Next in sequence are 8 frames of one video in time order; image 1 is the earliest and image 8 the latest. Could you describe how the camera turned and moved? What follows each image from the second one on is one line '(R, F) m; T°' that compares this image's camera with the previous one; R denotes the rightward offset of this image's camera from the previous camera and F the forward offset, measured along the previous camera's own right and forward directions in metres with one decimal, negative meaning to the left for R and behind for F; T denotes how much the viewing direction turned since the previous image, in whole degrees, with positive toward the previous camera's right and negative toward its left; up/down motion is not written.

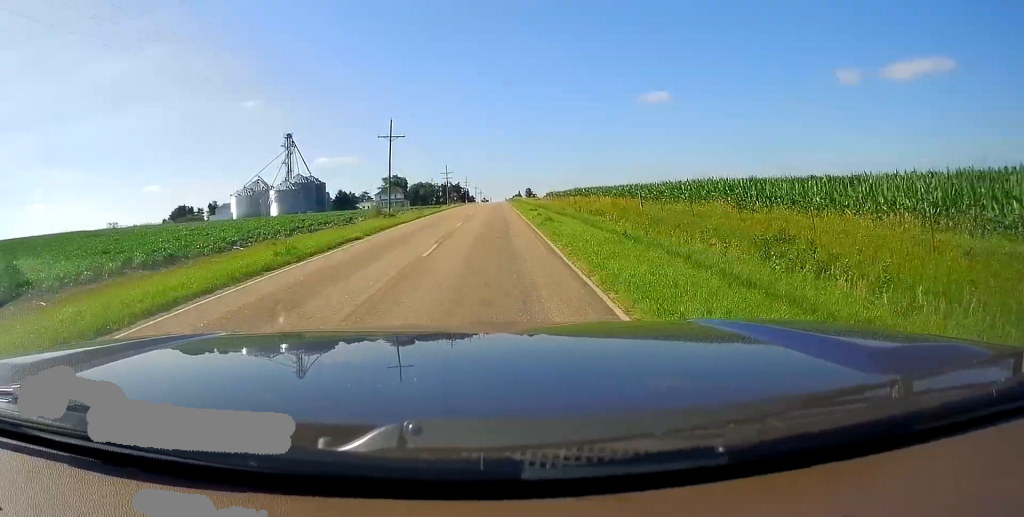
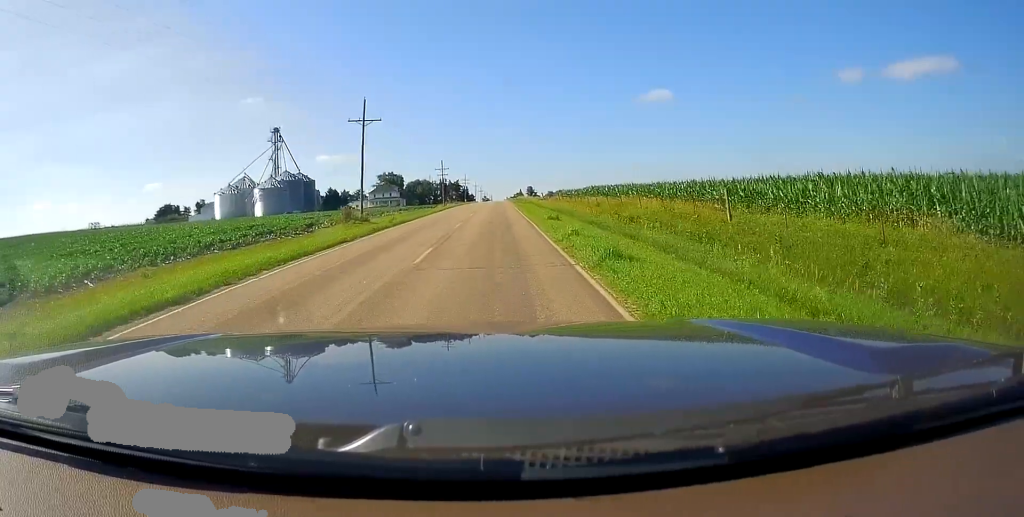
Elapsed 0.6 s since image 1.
(+0.2, +13.8) m; +1°
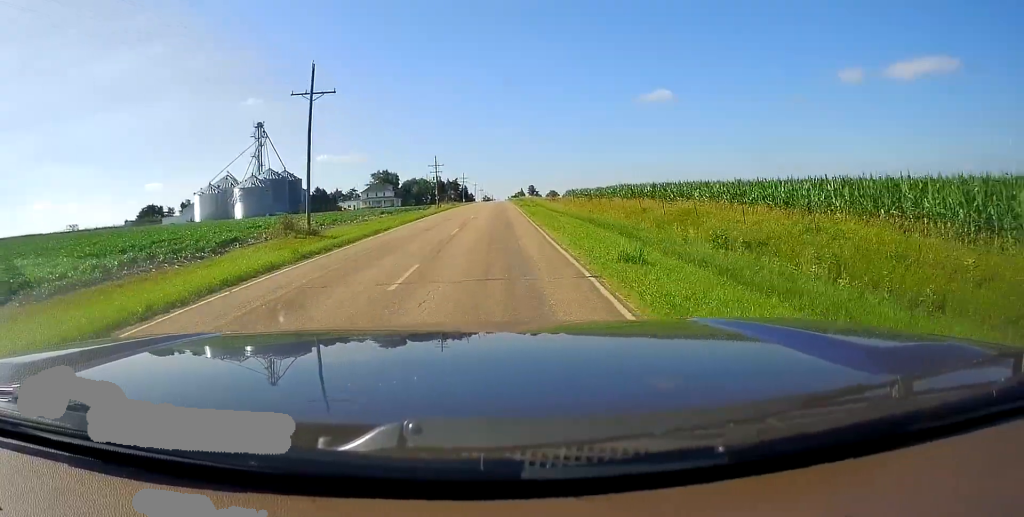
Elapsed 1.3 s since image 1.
(0.0, +15.4) m; 0°
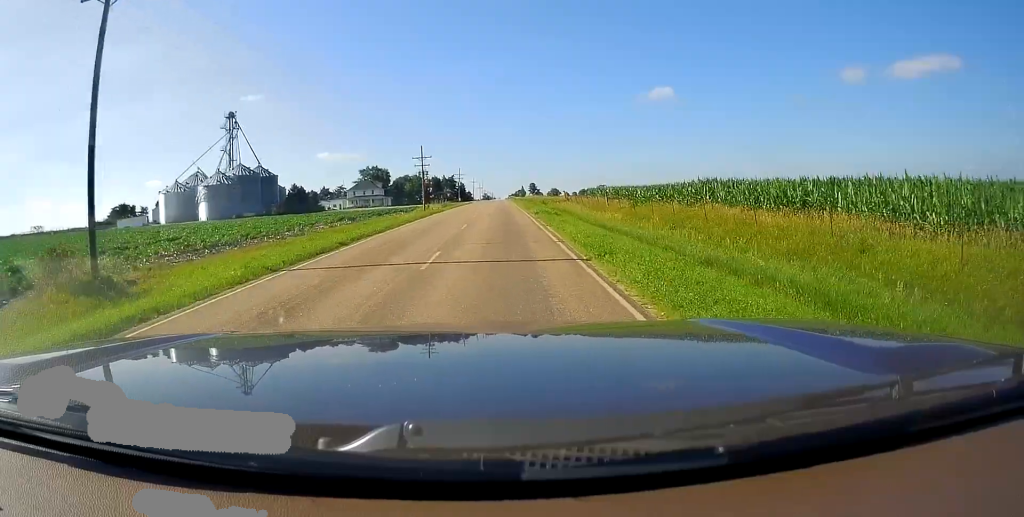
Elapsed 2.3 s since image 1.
(0.0, +21.8) m; -2°
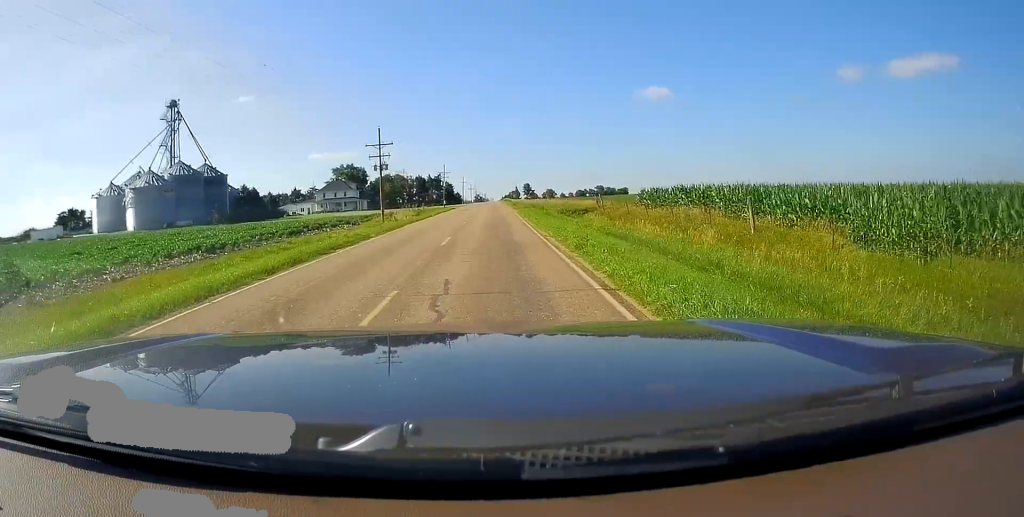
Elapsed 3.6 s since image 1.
(-0.9, +29.2) m; -1°
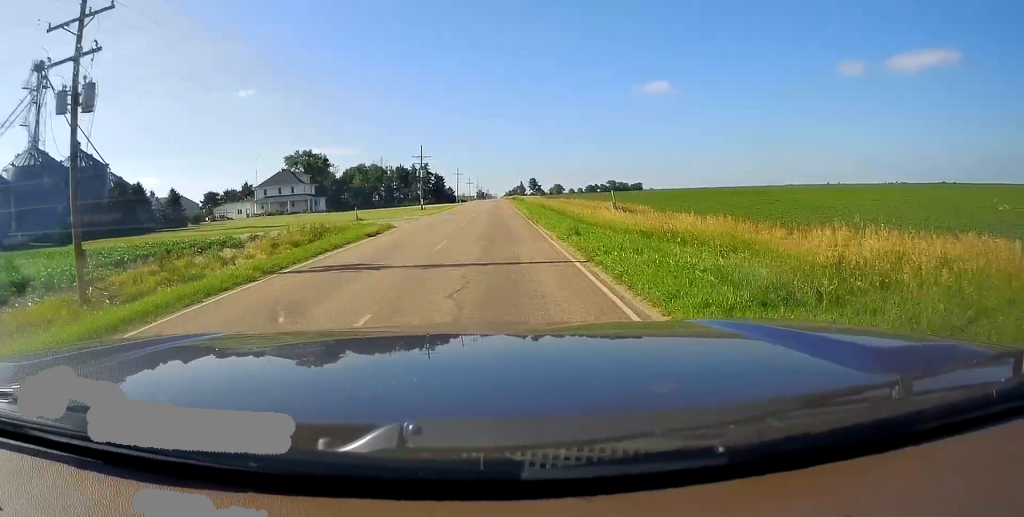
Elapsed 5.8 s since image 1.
(+1.9, +49.7) m; +2°
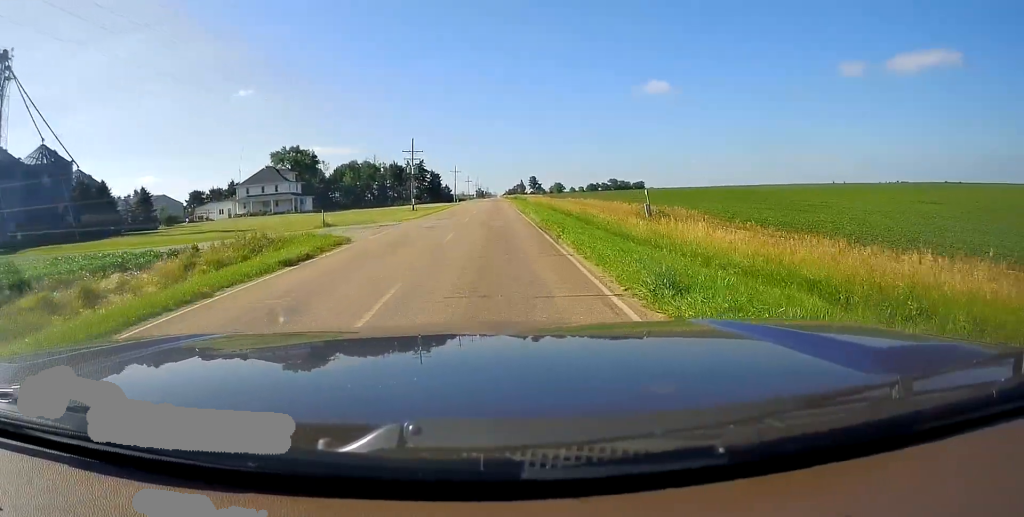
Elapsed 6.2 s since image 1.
(0.0, +9.7) m; 0°
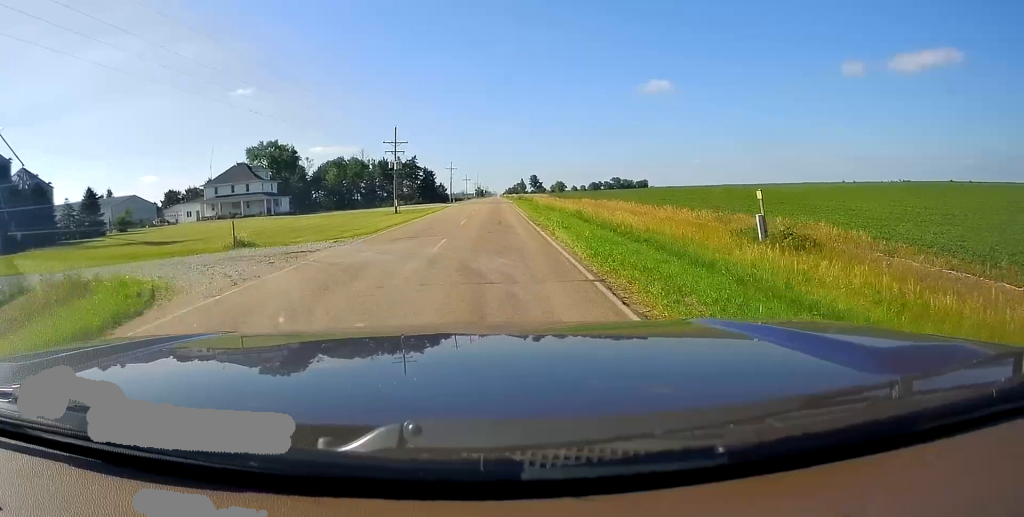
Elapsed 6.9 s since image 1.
(0.0, +14.6) m; 0°
